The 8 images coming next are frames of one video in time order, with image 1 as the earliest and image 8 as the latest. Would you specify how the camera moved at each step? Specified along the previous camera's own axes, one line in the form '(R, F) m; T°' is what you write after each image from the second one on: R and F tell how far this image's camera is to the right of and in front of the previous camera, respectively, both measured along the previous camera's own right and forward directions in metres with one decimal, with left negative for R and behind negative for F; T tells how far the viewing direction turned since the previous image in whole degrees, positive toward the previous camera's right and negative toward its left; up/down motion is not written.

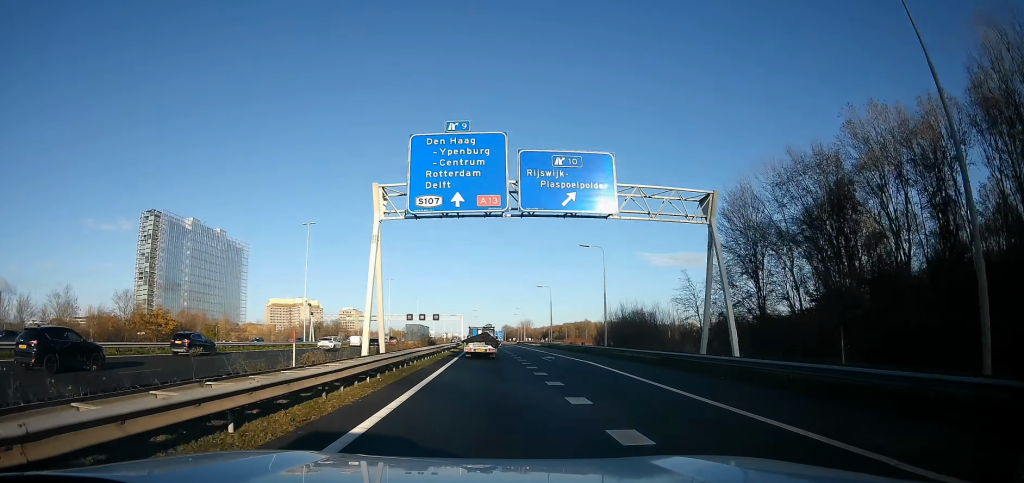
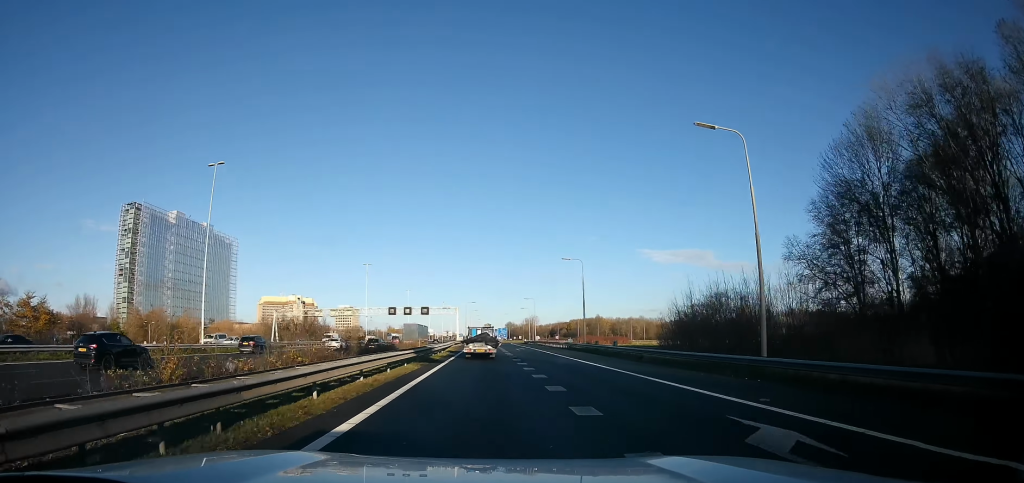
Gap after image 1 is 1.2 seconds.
(+0.4, +27.9) m; 0°
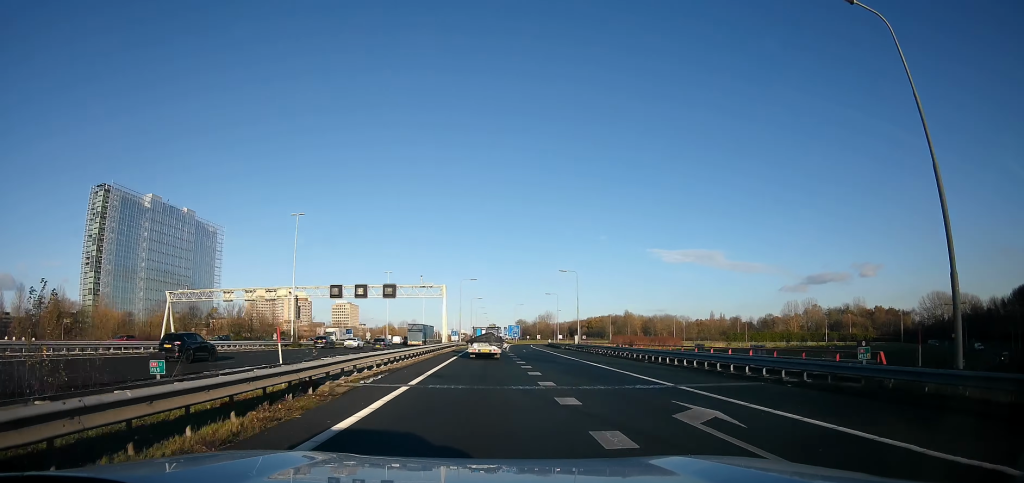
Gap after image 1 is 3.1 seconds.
(-2.1, +46.4) m; -4°
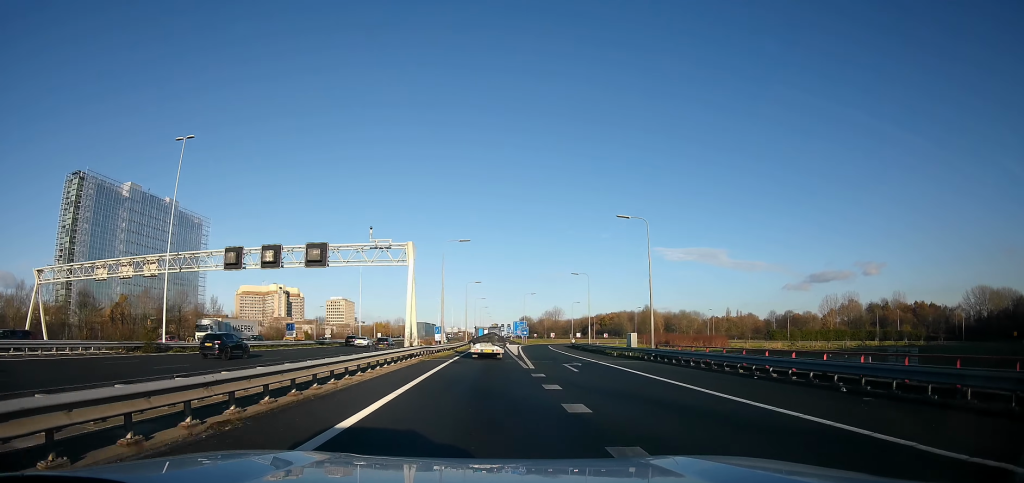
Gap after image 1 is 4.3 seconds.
(+0.8, +28.8) m; +2°
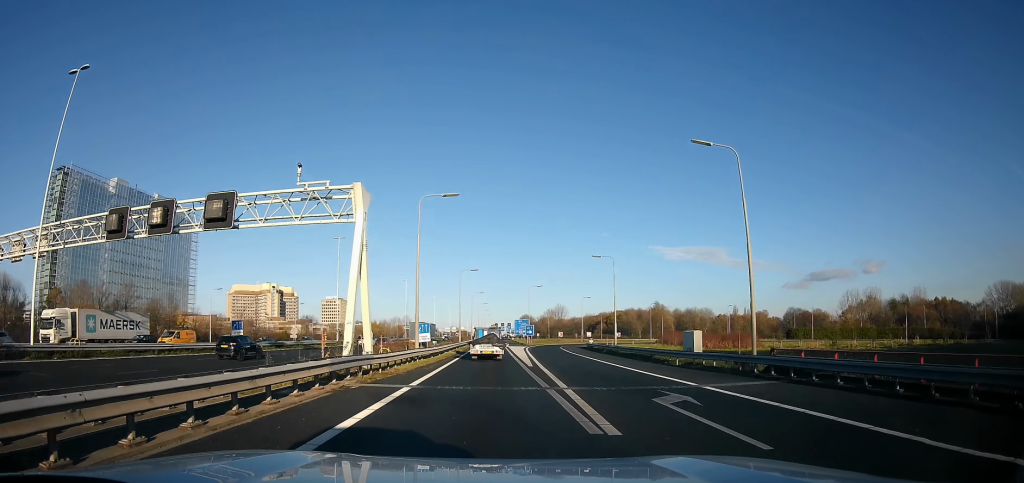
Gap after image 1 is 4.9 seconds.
(+0.3, +14.5) m; +1°
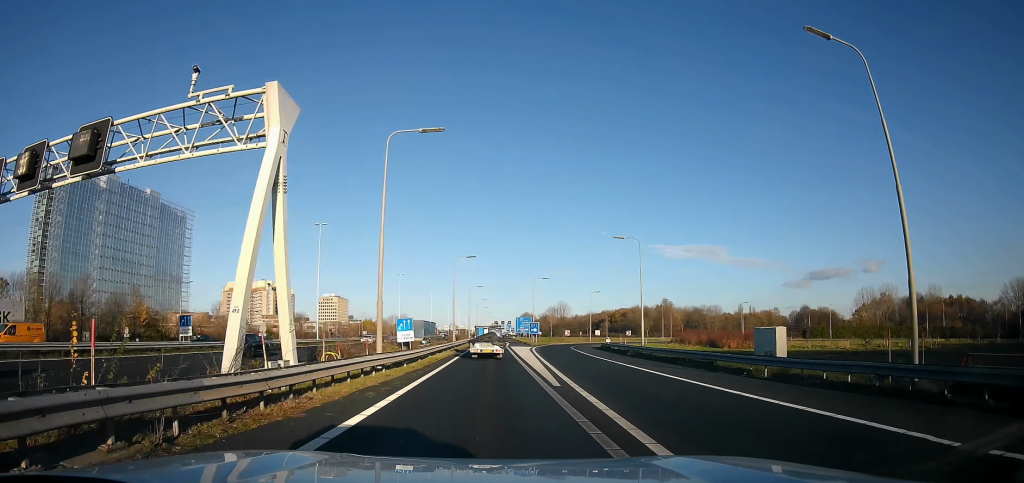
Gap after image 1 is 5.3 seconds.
(-0.4, +9.7) m; 0°
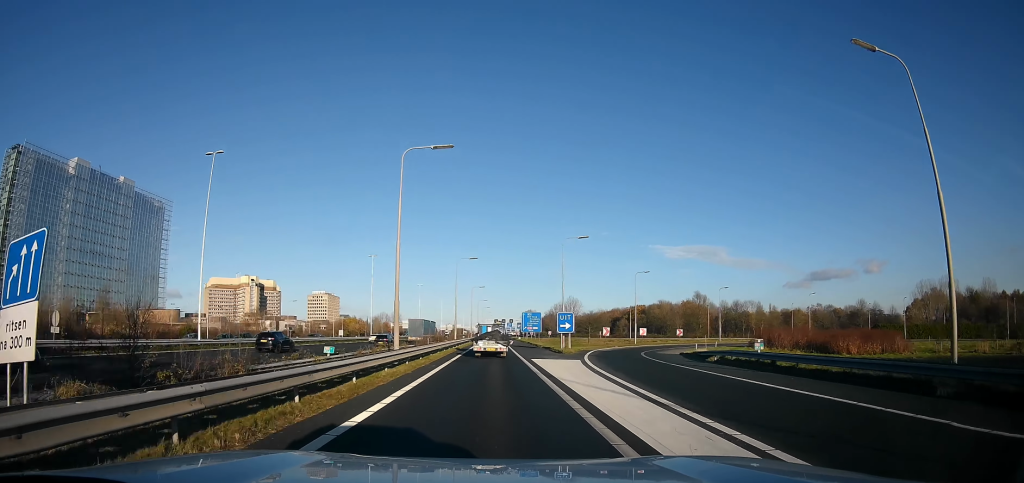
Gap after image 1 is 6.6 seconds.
(+0.6, +32.3) m; 0°
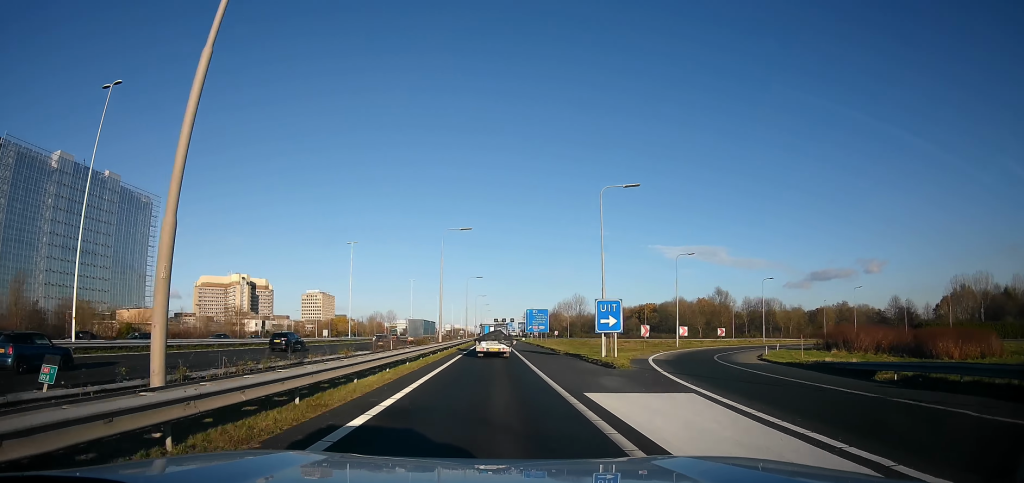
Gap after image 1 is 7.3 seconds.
(-0.6, +16.2) m; 0°
